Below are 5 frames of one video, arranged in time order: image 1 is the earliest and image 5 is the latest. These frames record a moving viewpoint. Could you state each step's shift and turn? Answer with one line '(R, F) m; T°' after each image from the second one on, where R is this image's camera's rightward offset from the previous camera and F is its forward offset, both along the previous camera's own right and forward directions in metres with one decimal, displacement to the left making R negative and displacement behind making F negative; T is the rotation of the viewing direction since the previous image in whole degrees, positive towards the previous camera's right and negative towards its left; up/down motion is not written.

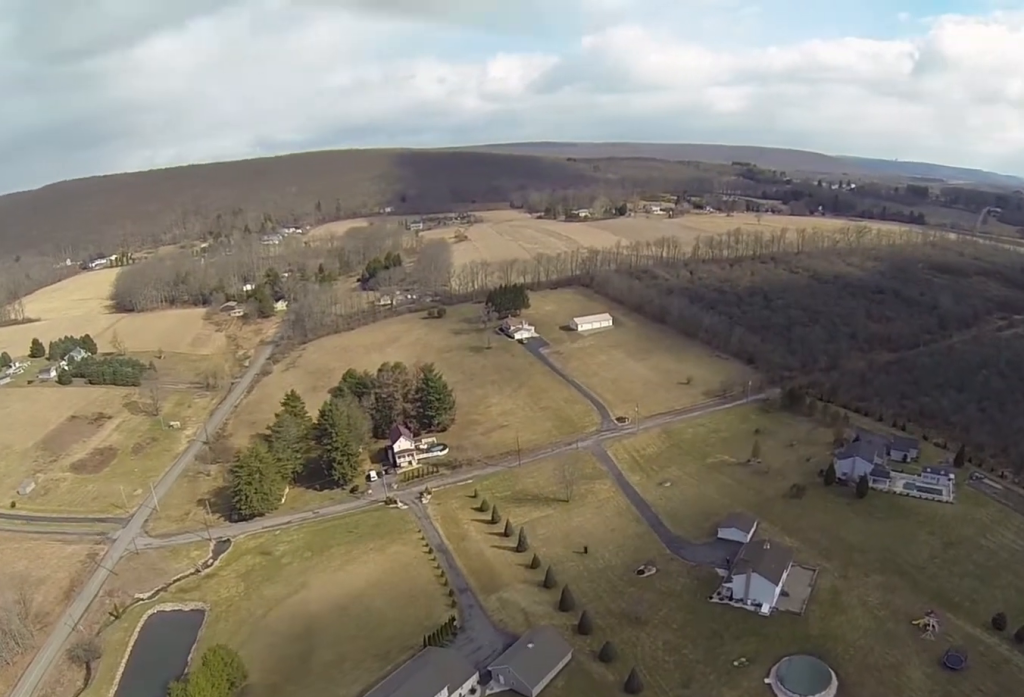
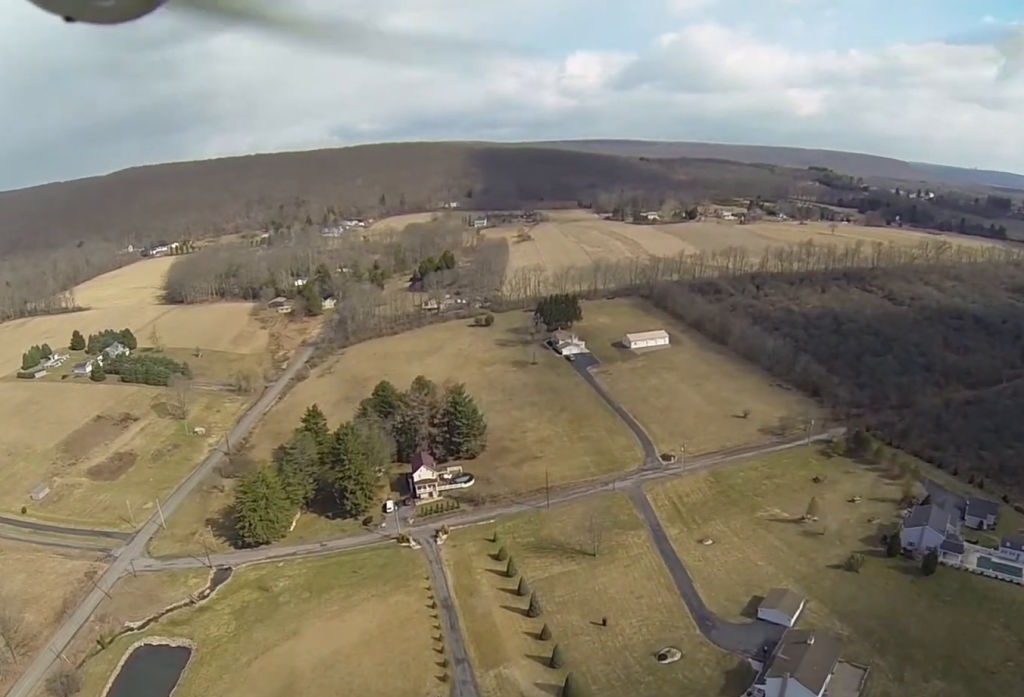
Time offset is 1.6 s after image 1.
(+0.3, +25.5) m; +2°
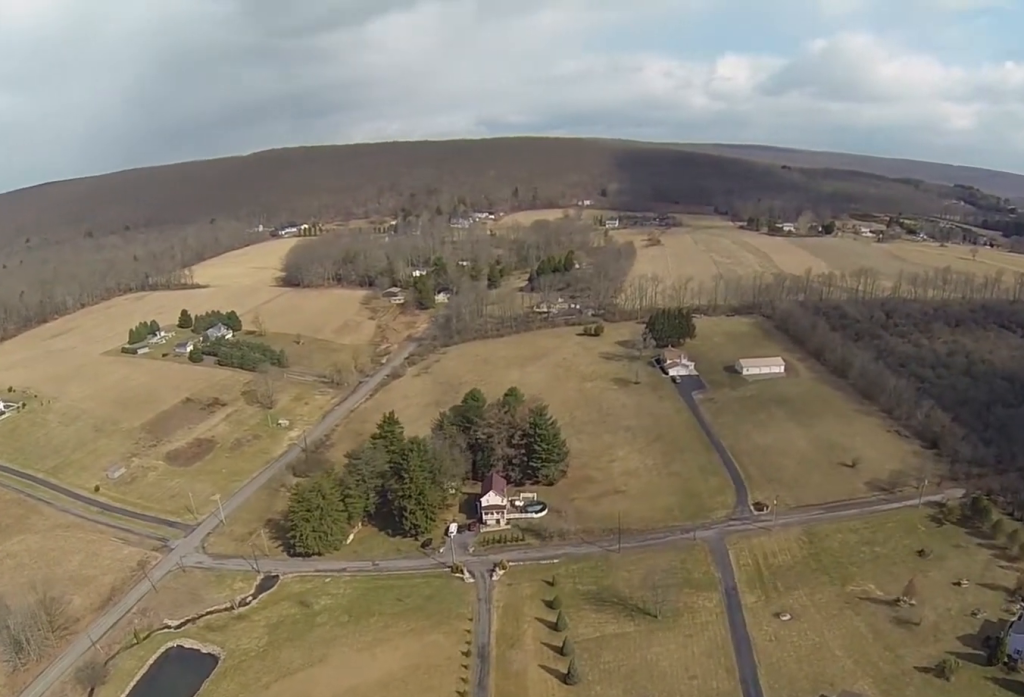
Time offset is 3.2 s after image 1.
(+0.2, +23.8) m; -1°
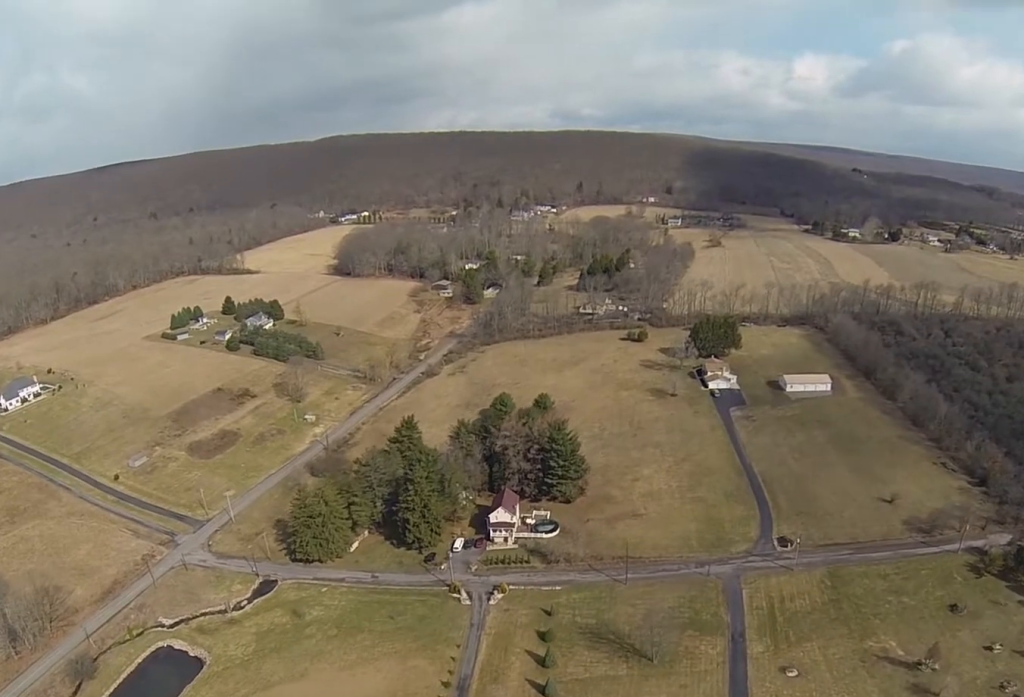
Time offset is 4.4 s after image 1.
(-0.5, +19.1) m; -1°
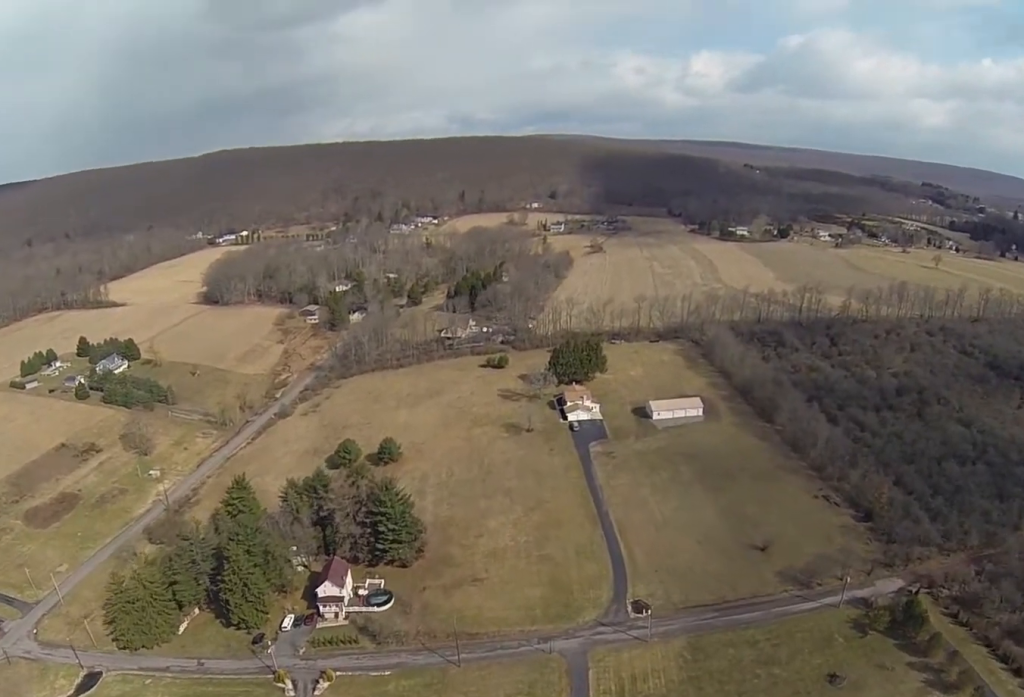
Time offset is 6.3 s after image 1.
(+0.8, +28.9) m; +3°
